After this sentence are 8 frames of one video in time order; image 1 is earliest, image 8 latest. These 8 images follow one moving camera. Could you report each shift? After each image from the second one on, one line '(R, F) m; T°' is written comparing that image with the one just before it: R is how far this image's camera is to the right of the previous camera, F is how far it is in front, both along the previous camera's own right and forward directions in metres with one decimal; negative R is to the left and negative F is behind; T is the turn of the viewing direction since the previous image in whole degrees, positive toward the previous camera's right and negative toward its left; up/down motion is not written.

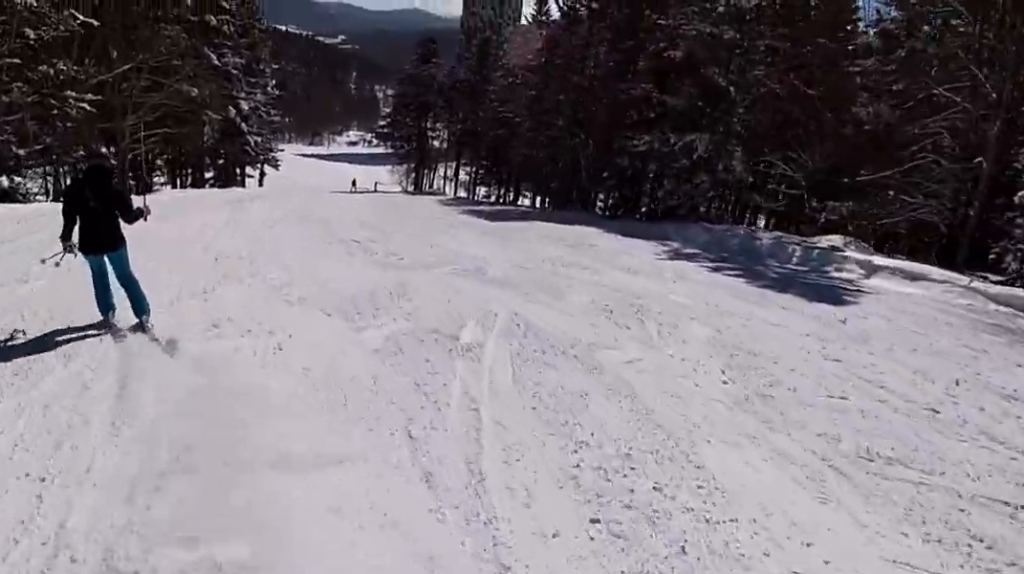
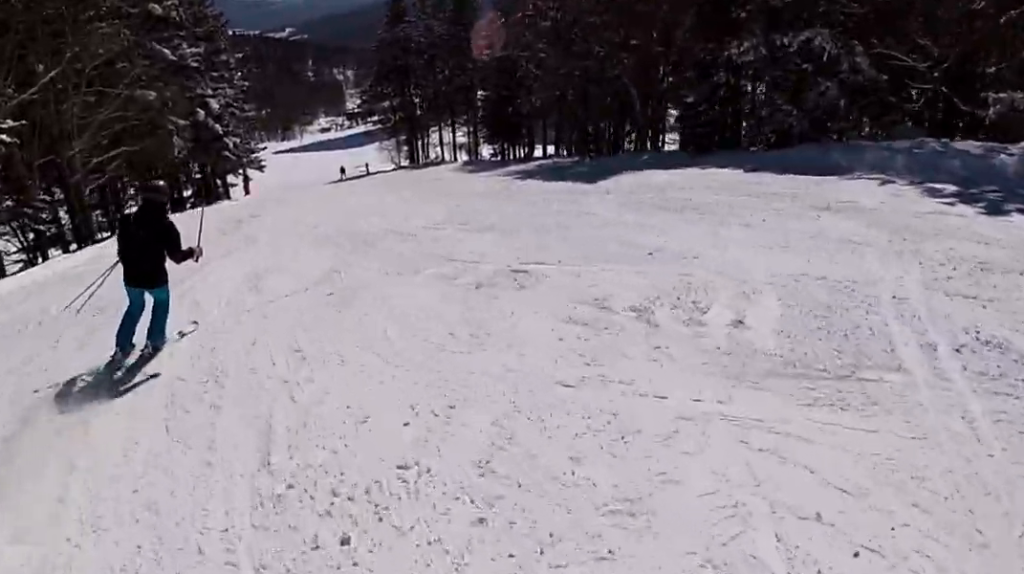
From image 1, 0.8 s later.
(+0.4, +8.1) m; +3°
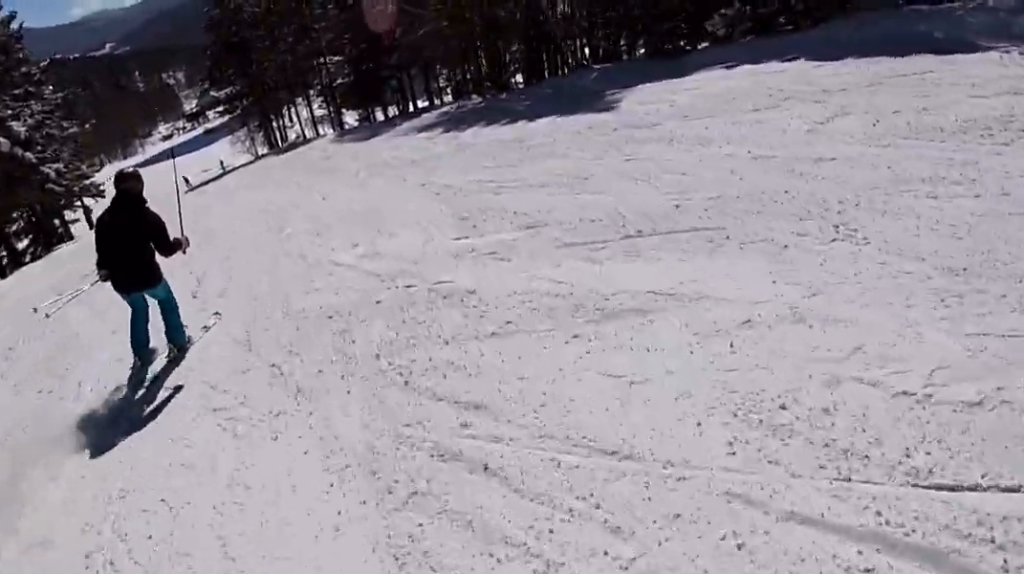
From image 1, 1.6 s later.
(+0.2, +8.1) m; +1°
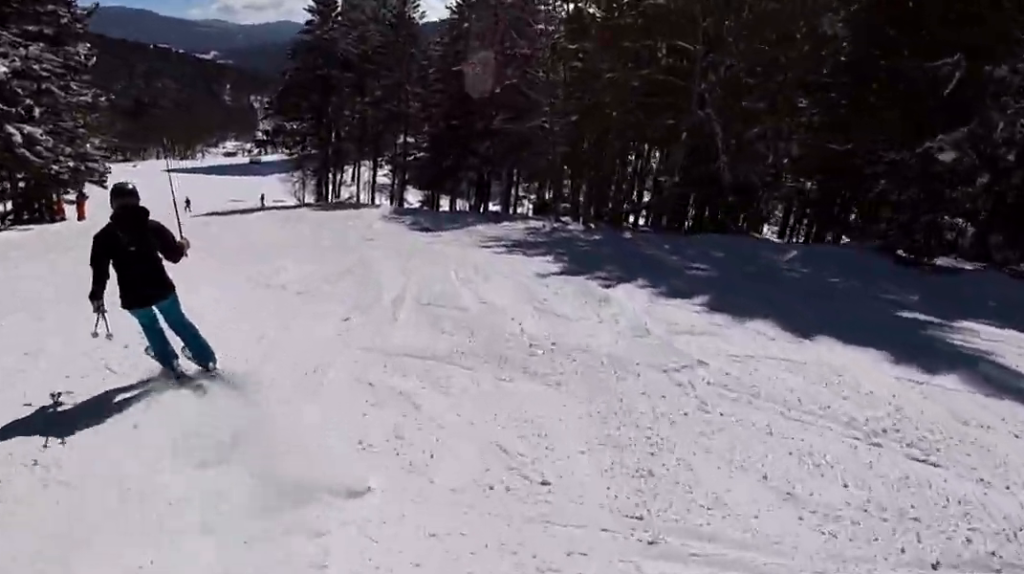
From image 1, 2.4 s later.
(-0.2, +8.8) m; -1°
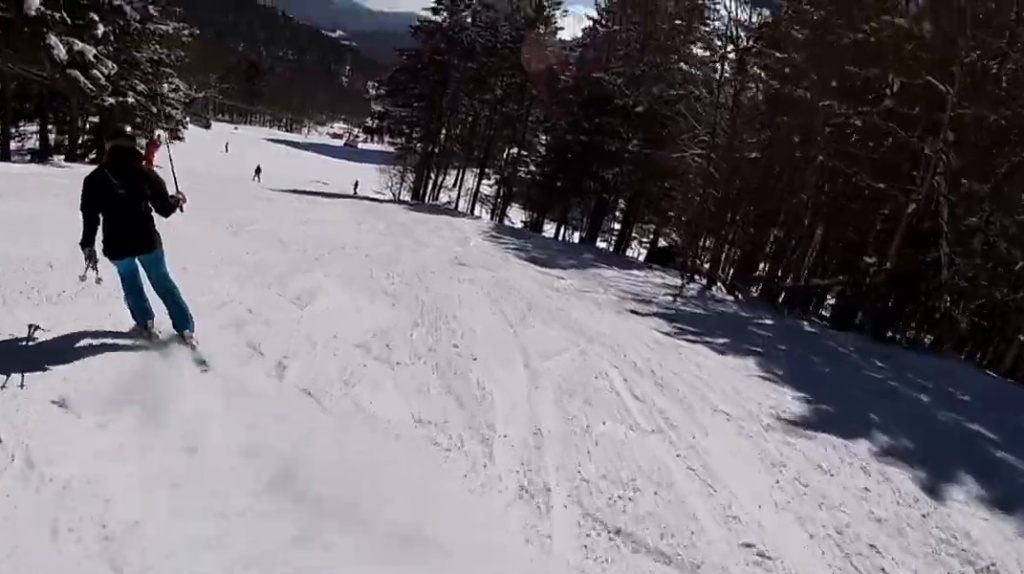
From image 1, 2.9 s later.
(0.0, +5.0) m; 0°
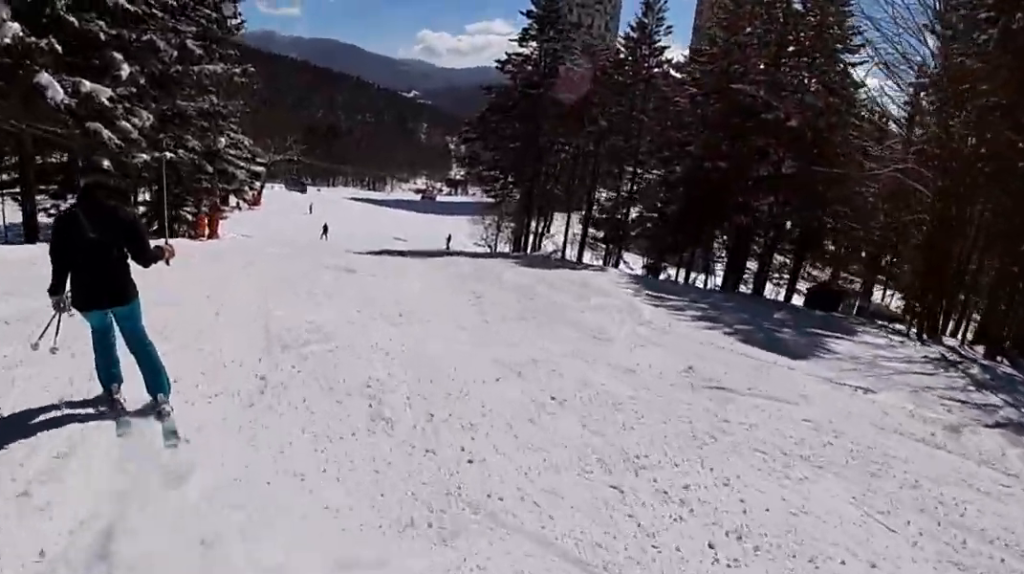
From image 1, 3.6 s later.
(0.0, +6.2) m; 0°
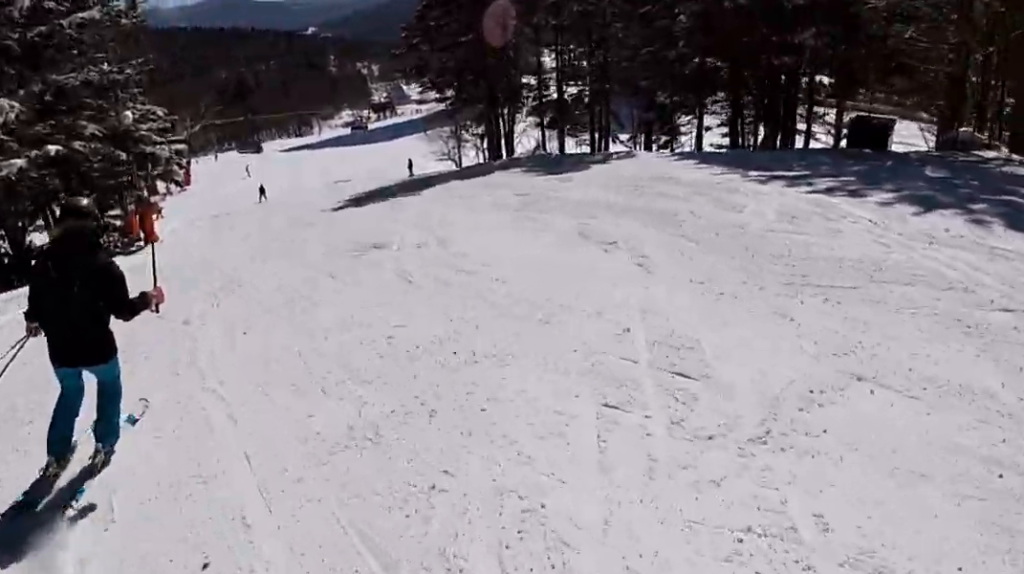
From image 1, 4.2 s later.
(0.0, +6.8) m; 0°
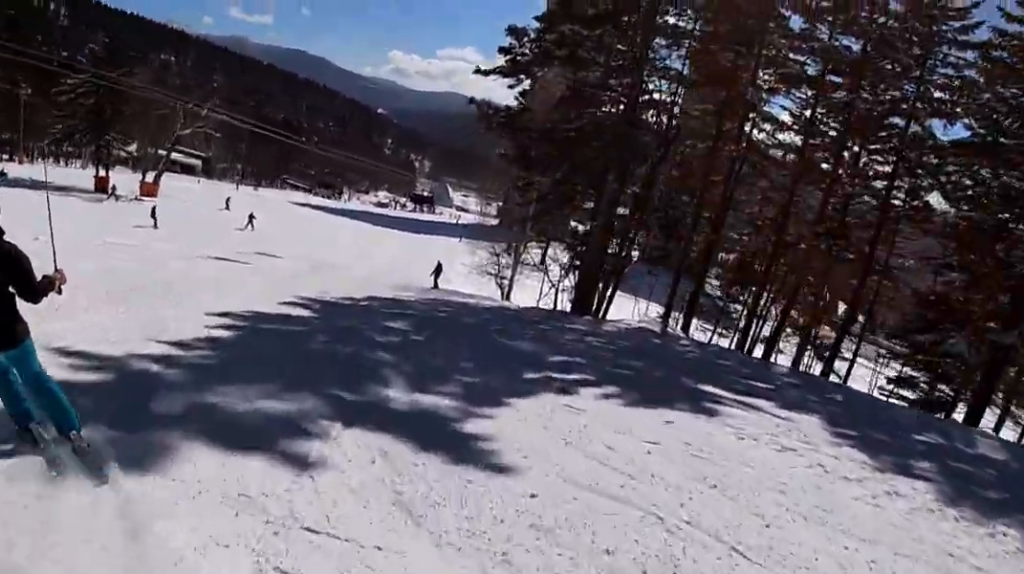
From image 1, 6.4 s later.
(-2.7, +20.6) m; -18°
